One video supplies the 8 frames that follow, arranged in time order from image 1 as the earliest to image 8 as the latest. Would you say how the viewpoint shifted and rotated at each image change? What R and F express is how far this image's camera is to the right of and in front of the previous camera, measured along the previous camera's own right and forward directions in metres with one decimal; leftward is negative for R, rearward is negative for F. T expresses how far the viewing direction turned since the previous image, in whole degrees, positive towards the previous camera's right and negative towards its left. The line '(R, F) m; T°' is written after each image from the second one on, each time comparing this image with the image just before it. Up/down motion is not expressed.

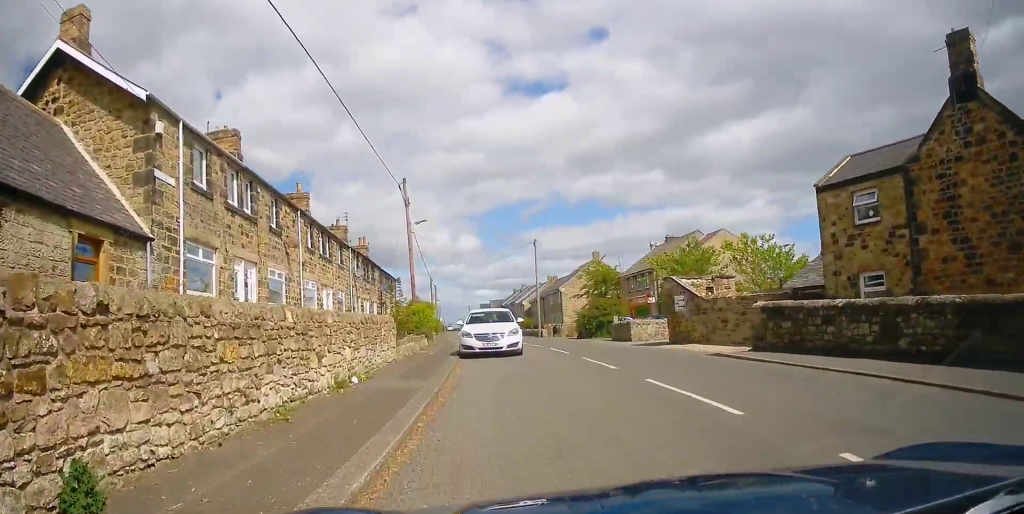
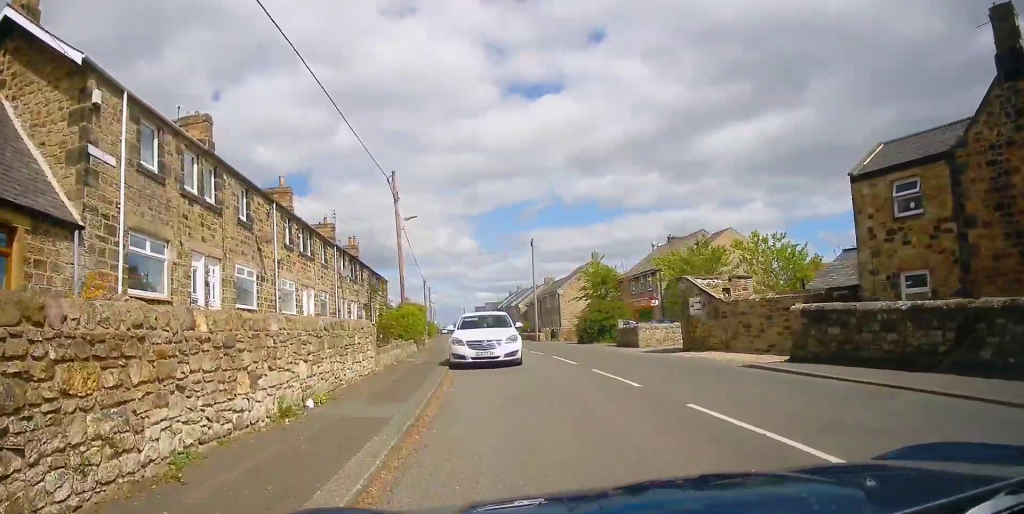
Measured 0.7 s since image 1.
(0.0, +2.5) m; -2°
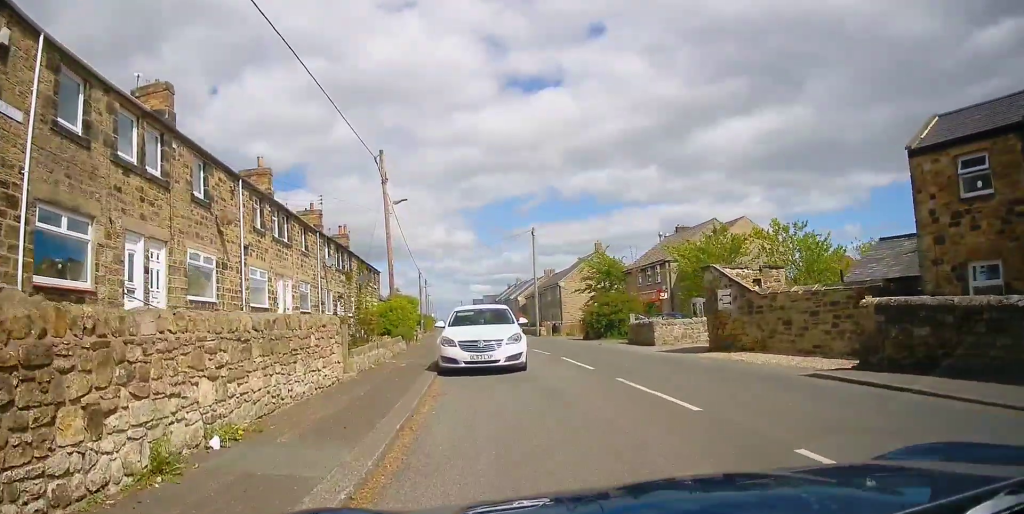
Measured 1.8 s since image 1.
(-0.2, +3.3) m; -2°
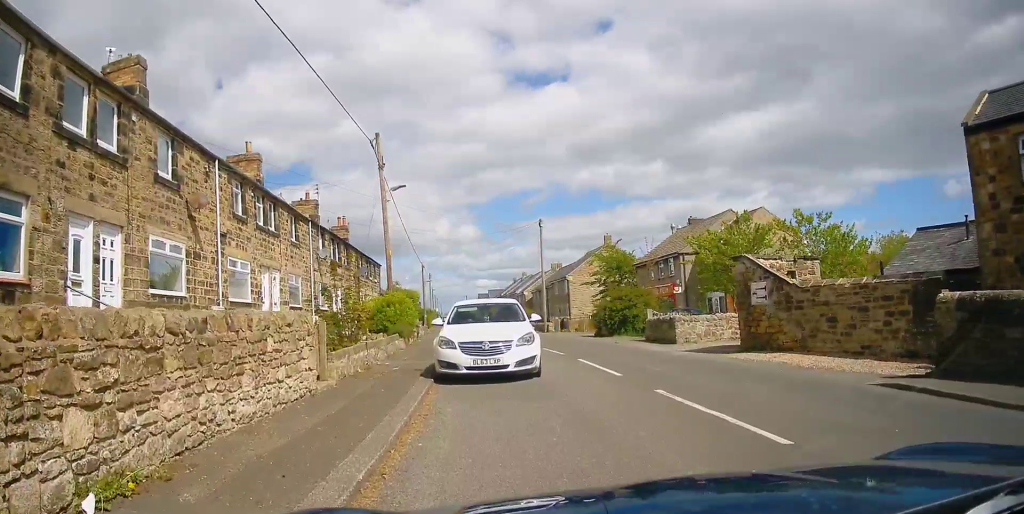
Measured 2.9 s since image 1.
(+0.1, +2.6) m; +3°
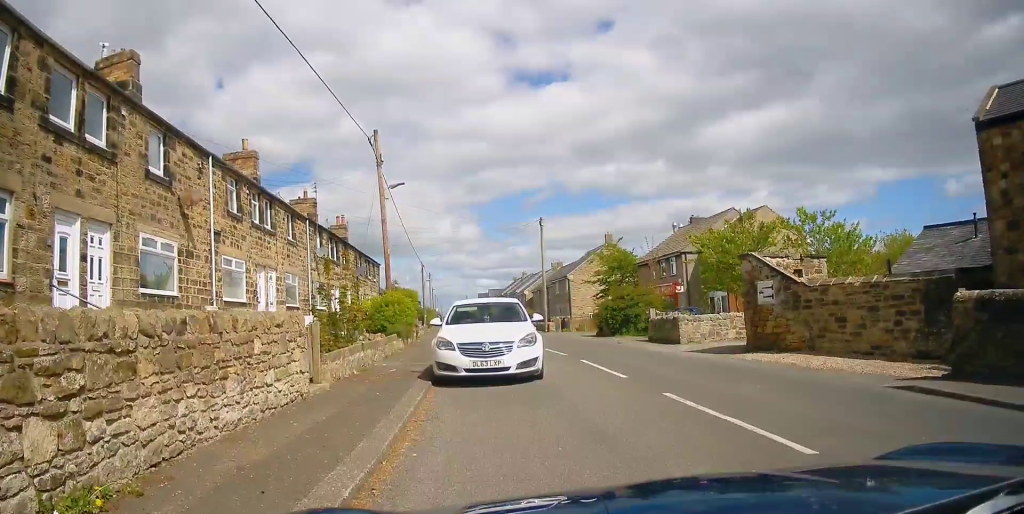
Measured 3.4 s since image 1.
(+0.1, +1.0) m; +2°
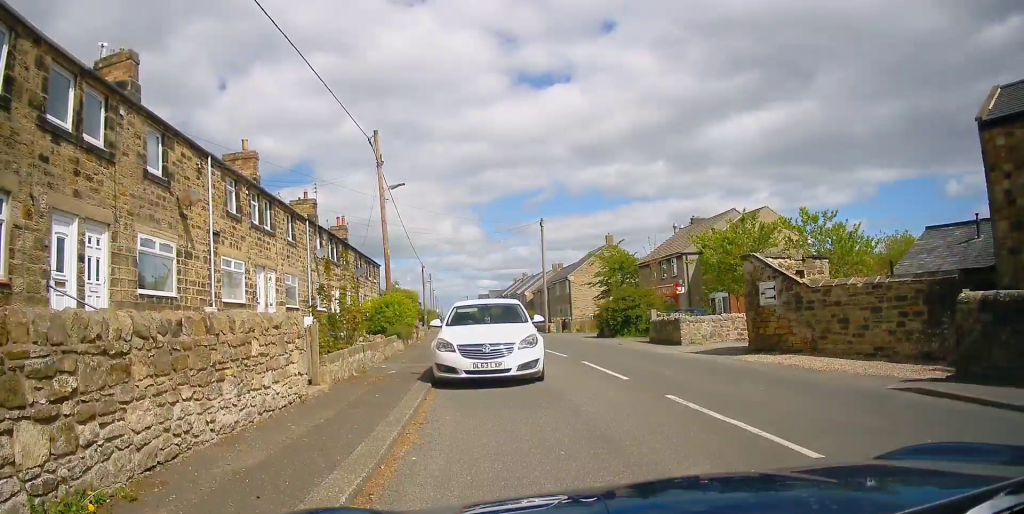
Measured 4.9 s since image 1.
(-0.1, +1.3) m; 0°
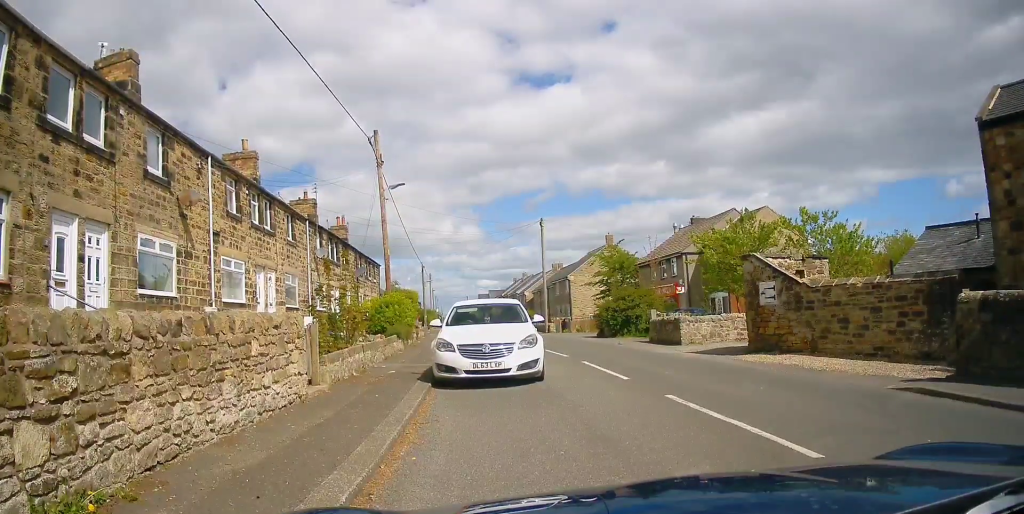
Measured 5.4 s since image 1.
(0.0, +0.1) m; 0°
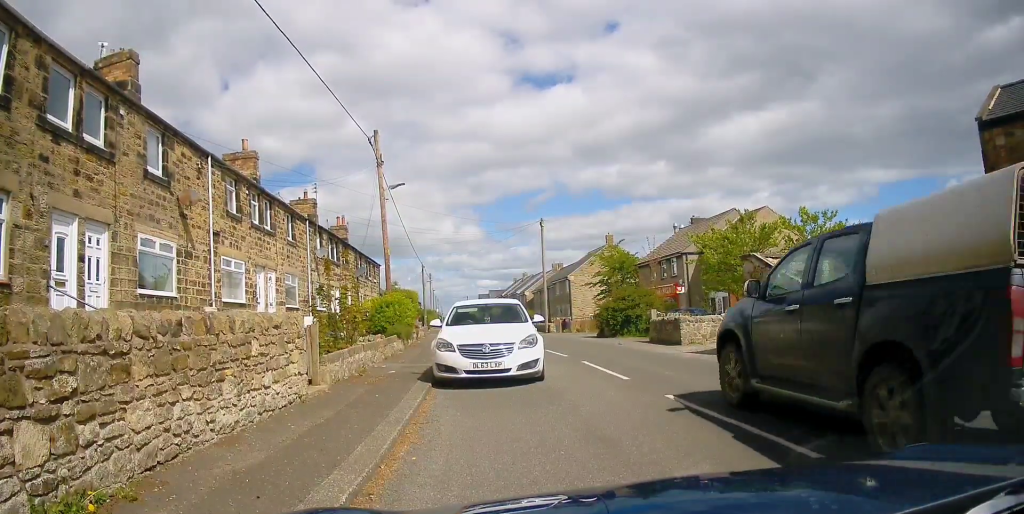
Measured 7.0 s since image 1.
(0.0, 0.0) m; 0°
